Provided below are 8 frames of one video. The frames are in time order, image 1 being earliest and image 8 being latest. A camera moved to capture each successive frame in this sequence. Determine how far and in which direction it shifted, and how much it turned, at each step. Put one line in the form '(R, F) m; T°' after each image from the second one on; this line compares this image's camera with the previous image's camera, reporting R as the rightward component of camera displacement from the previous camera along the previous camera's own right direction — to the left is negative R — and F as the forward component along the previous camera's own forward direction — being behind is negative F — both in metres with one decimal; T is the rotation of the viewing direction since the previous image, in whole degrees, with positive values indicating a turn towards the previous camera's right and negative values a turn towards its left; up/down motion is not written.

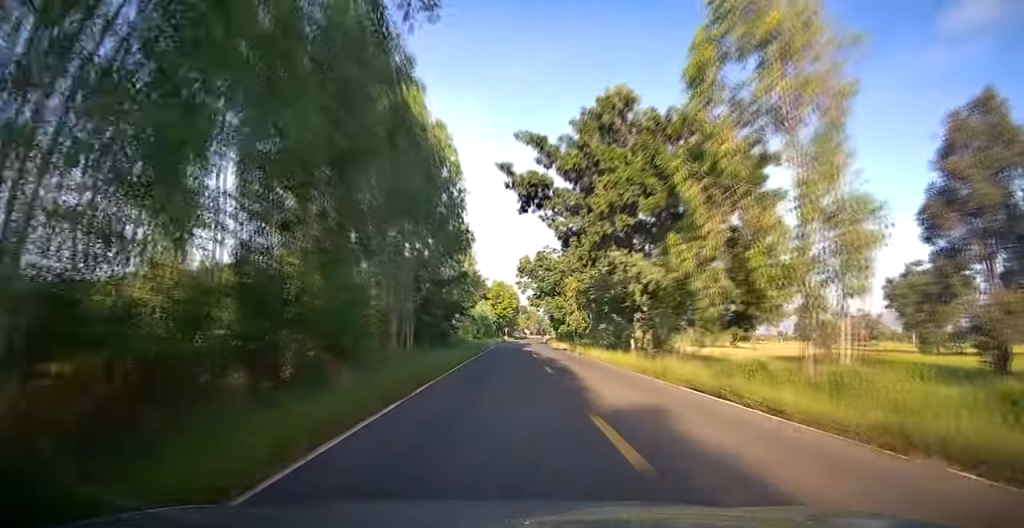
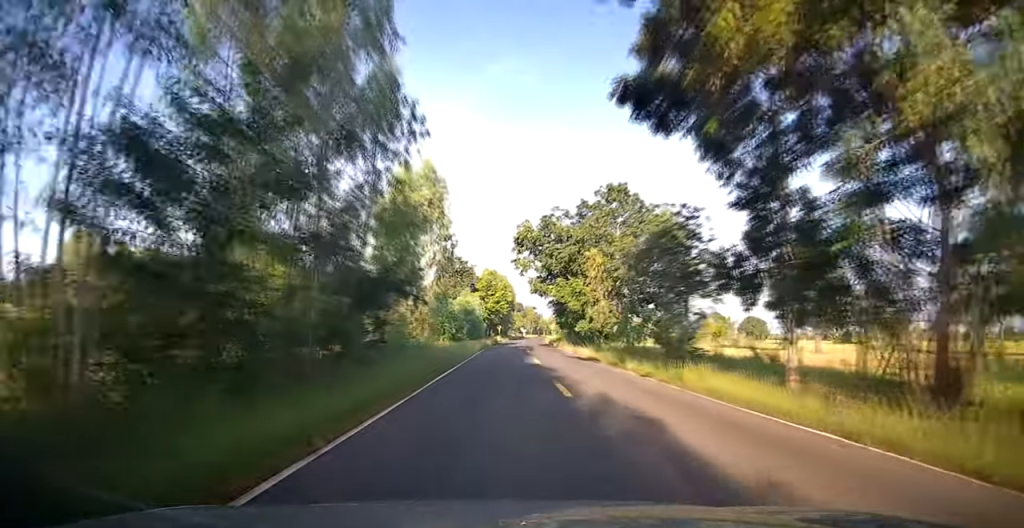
(-0.1, +18.2) m; 0°
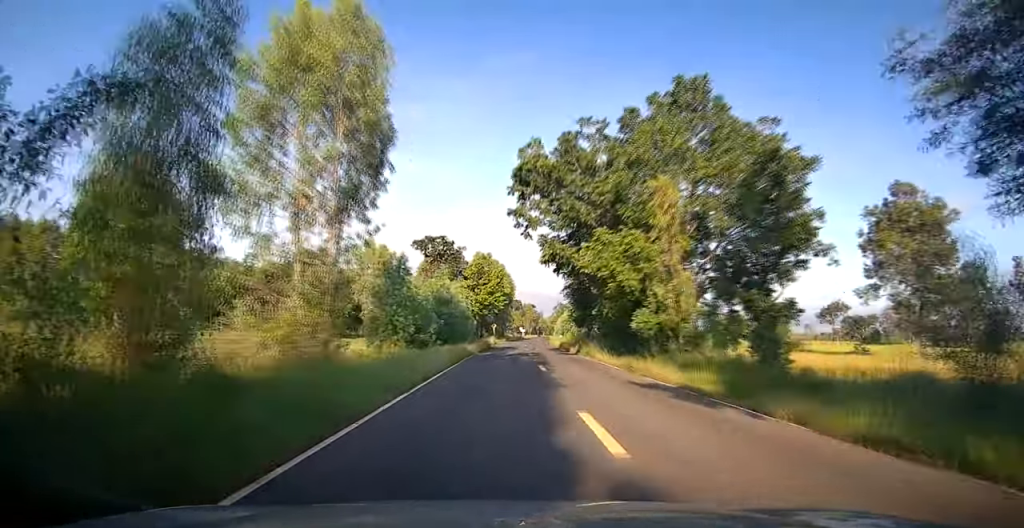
(+0.1, +17.1) m; 0°
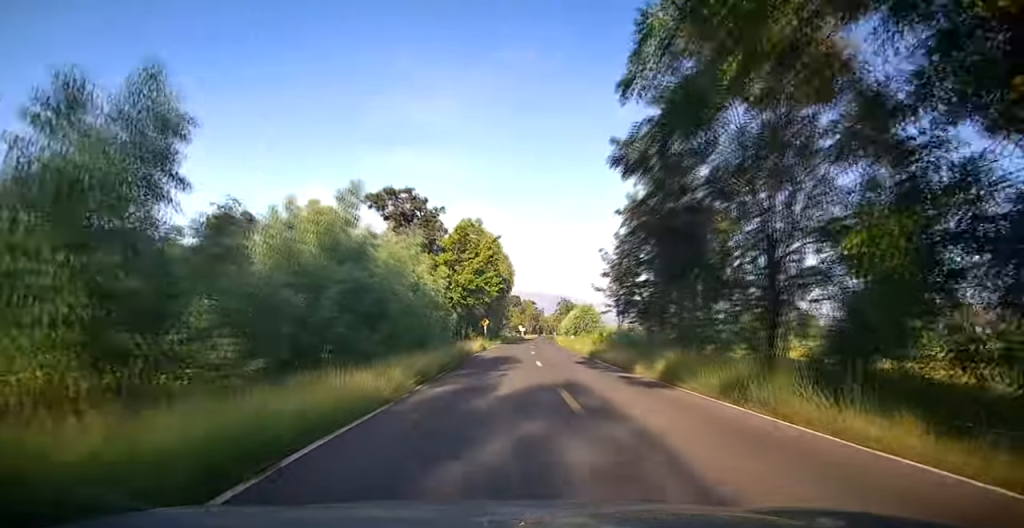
(-0.1, +20.3) m; 0°
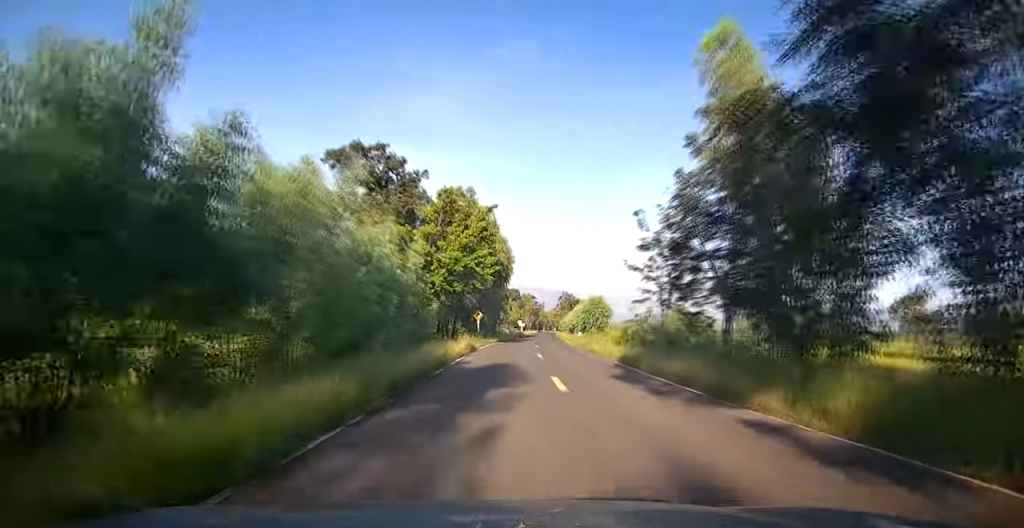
(0.0, +9.3) m; 0°
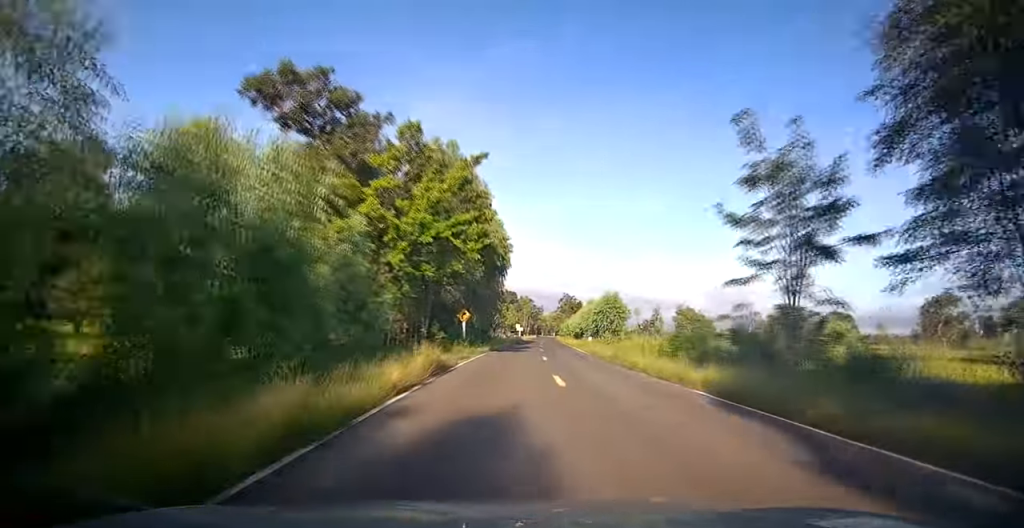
(+0.2, +10.8) m; +1°
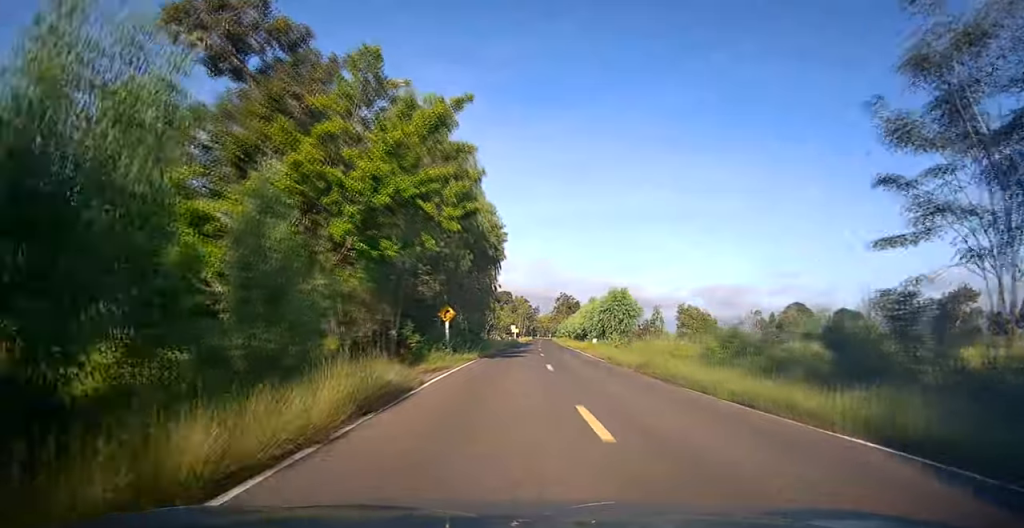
(-0.1, +6.1) m; 0°
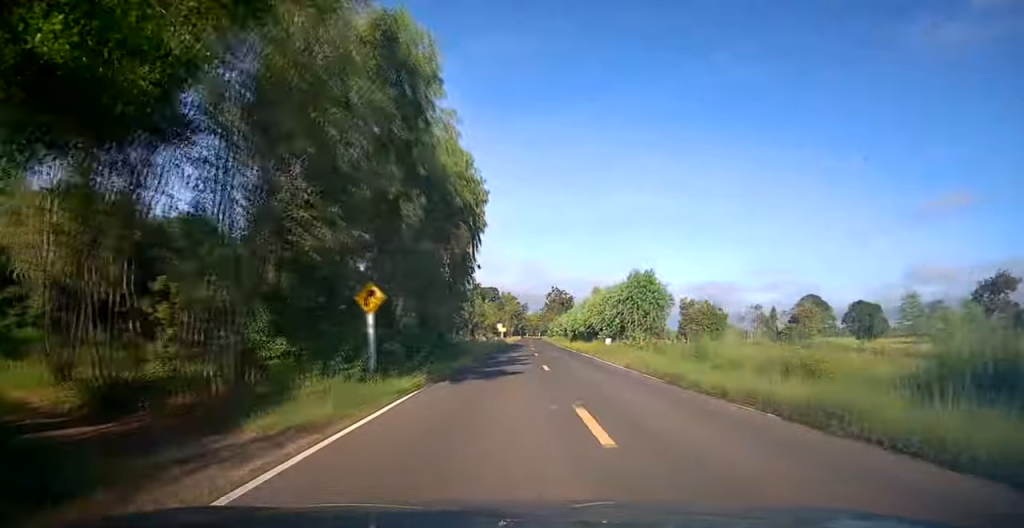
(0.0, +12.3) m; +1°
